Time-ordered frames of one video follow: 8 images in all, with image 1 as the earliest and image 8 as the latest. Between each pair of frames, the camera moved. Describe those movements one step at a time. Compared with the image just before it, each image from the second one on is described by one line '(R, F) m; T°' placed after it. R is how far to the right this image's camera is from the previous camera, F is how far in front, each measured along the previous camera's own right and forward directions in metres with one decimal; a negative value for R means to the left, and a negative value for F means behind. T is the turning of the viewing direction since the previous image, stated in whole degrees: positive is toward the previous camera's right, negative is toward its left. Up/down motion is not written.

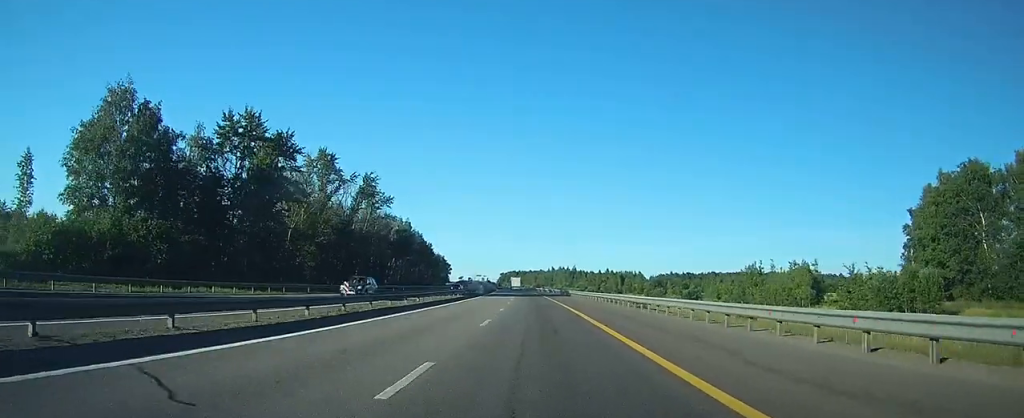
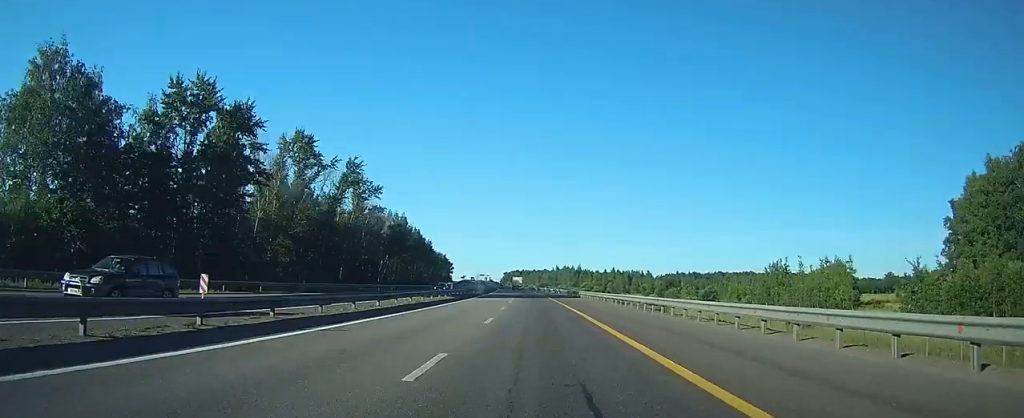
(-0.1, +10.9) m; 0°
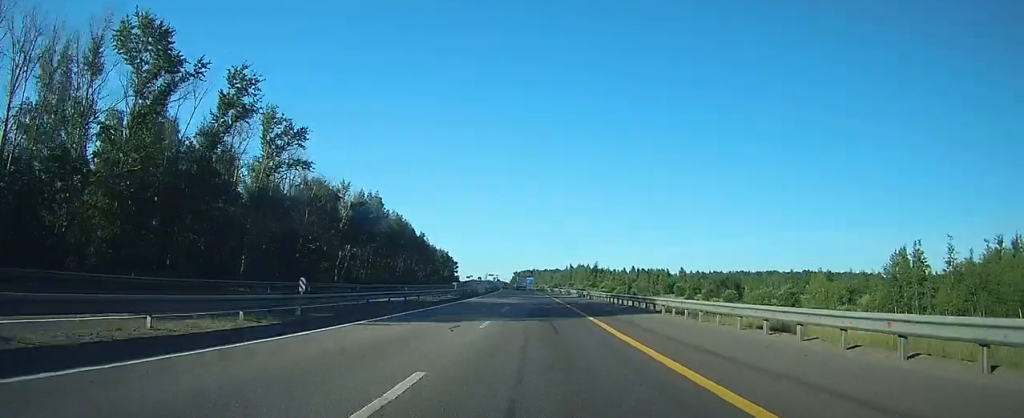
(-0.2, +38.0) m; -1°
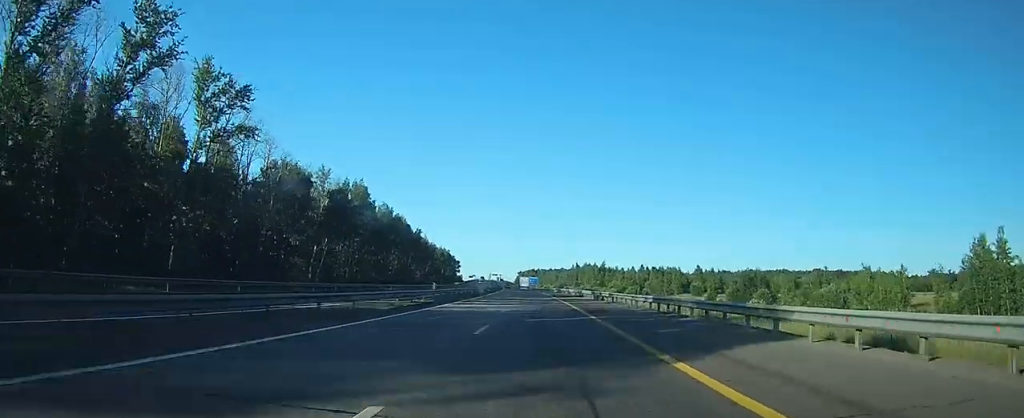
(-0.2, +14.4) m; -1°
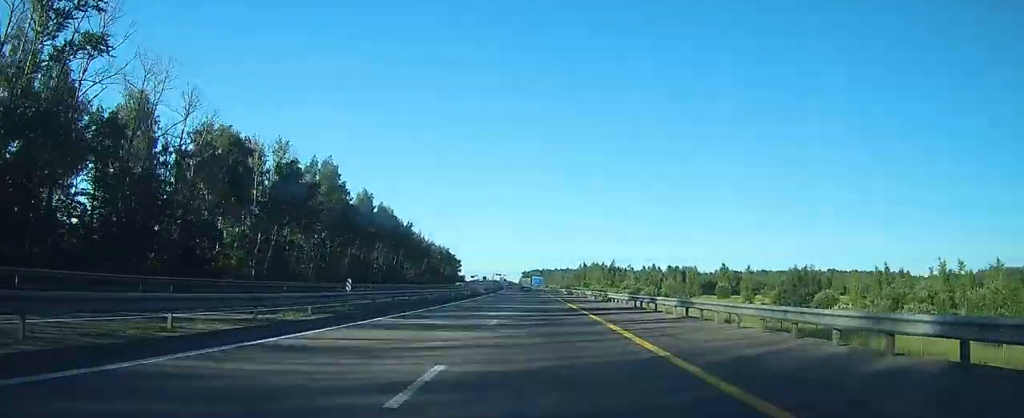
(-0.1, +20.7) m; -1°
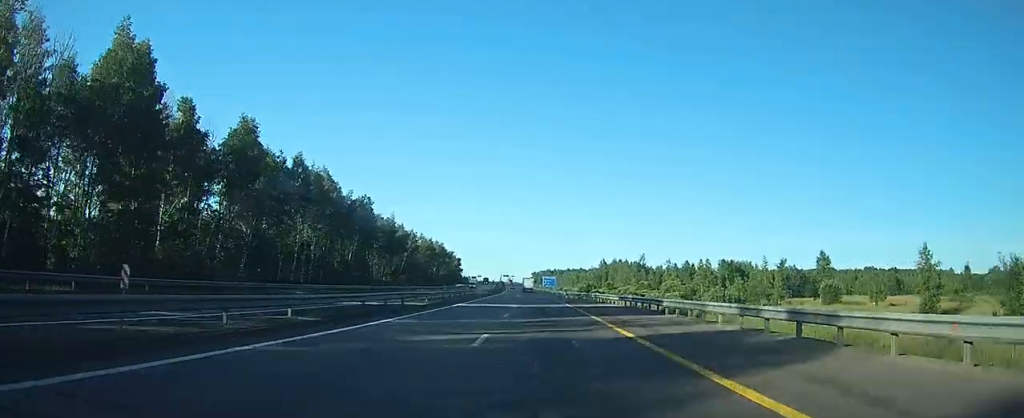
(-0.8, +53.0) m; -2°
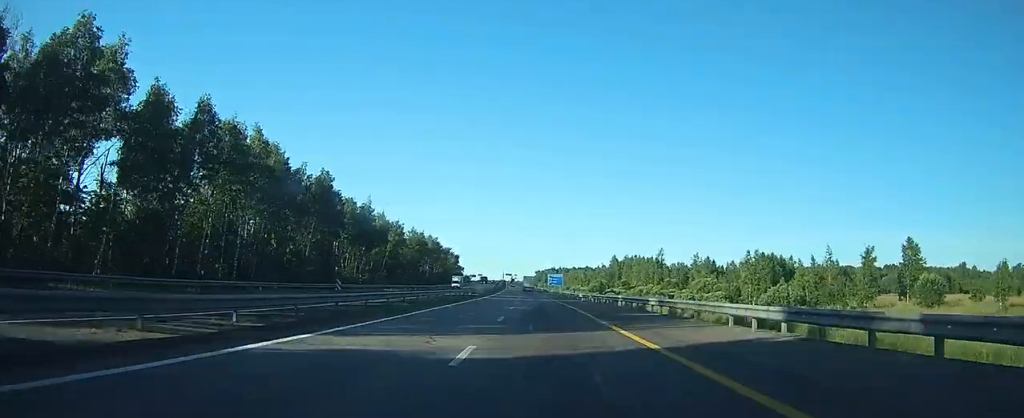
(-0.1, +27.0) m; 0°
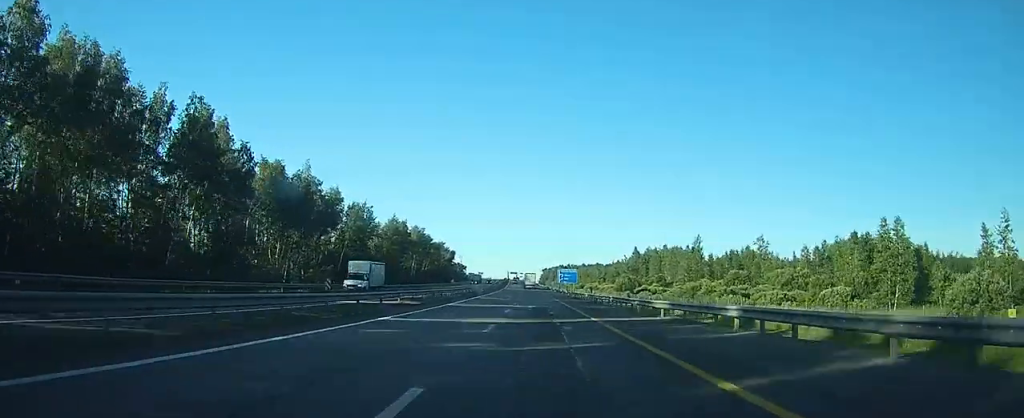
(0.0, +40.4) m; -1°
